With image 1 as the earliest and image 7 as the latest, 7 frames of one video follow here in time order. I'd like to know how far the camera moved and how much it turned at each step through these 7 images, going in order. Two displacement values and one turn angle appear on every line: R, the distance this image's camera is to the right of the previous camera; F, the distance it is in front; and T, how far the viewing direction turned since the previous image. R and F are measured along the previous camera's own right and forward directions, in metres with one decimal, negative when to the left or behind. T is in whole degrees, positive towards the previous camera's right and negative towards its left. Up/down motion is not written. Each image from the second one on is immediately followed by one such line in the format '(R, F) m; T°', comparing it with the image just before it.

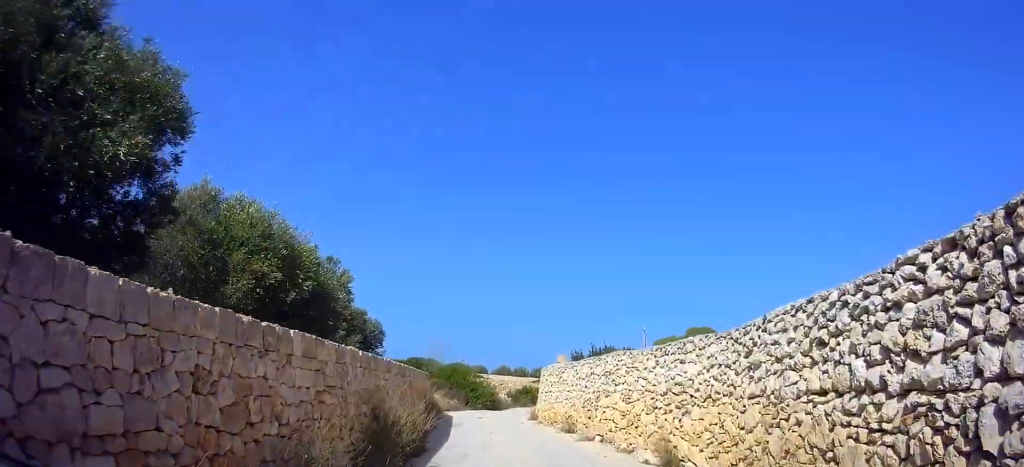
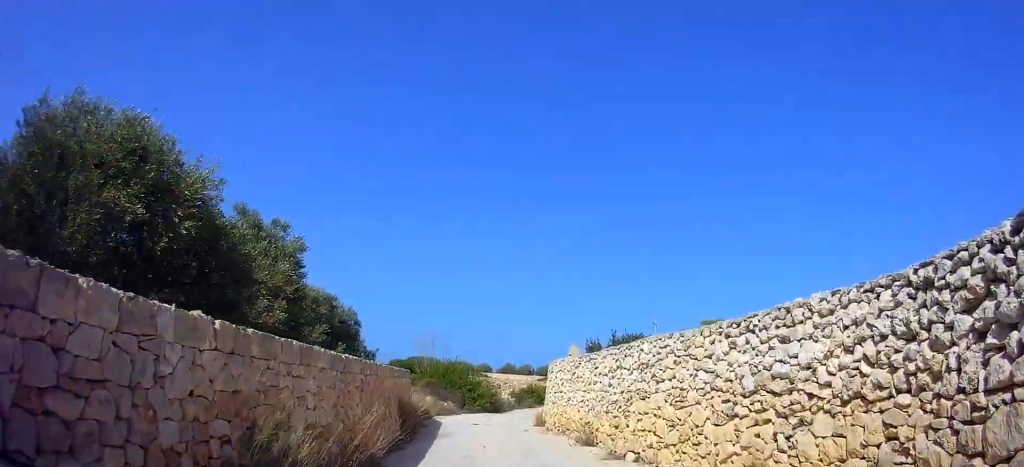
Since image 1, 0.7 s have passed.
(+0.2, +3.3) m; +3°
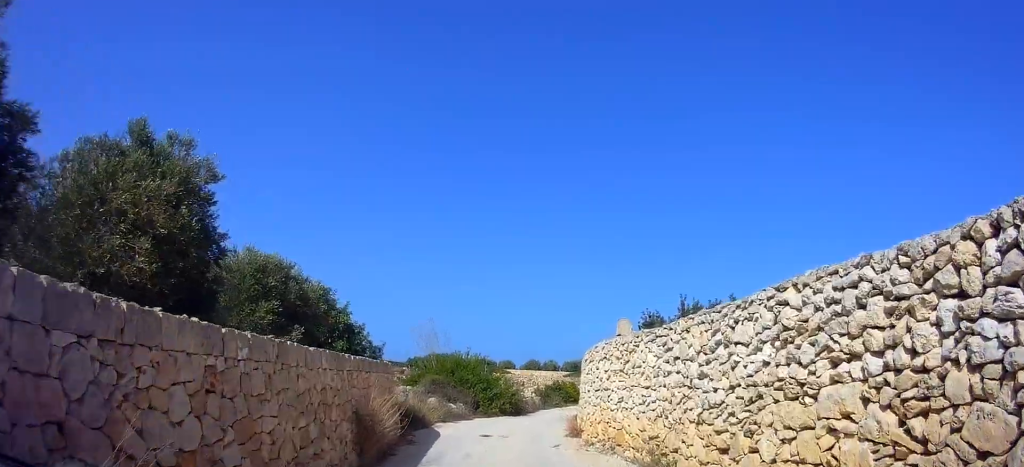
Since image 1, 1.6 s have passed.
(0.0, +4.1) m; -4°
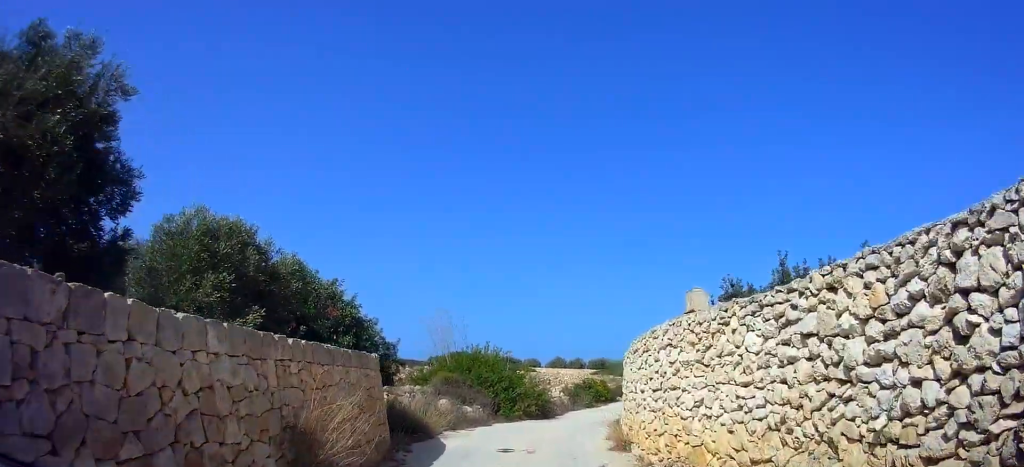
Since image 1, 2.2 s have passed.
(-0.1, +2.6) m; -2°
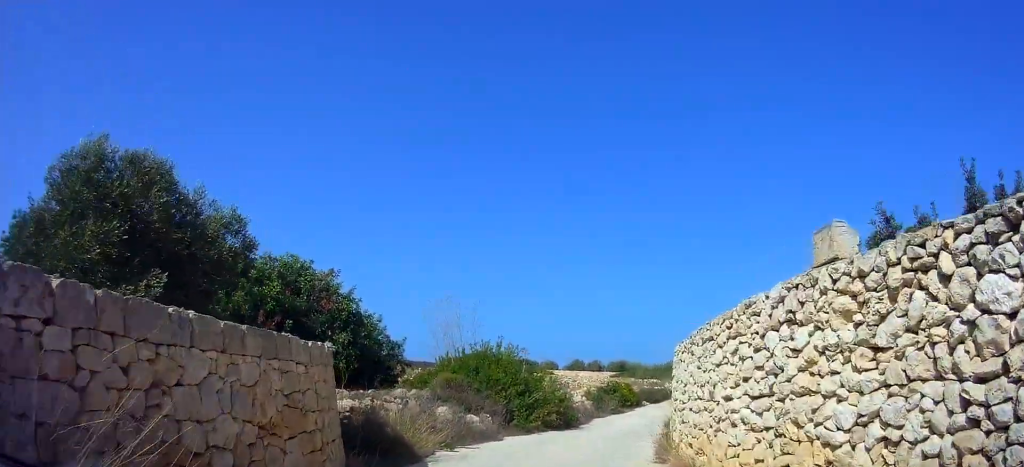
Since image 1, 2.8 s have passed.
(-0.1, +2.8) m; -3°
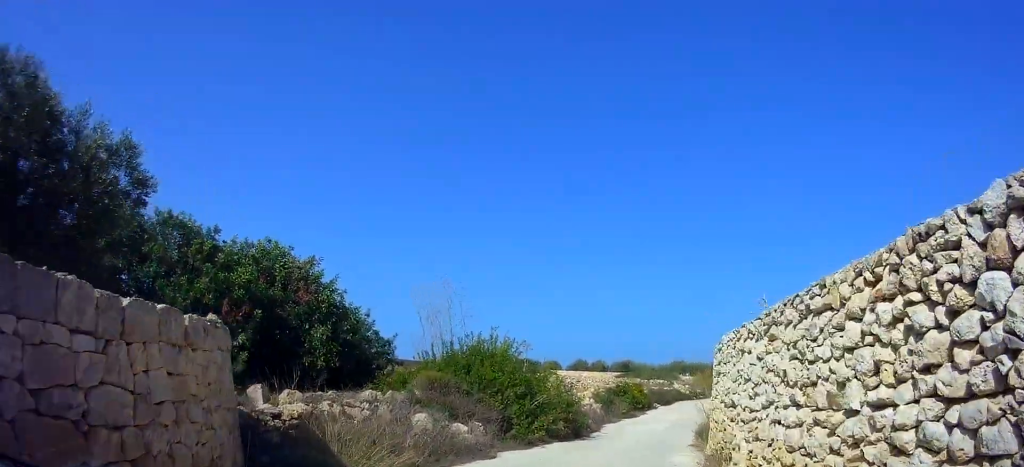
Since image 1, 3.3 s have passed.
(0.0, +2.5) m; 0°
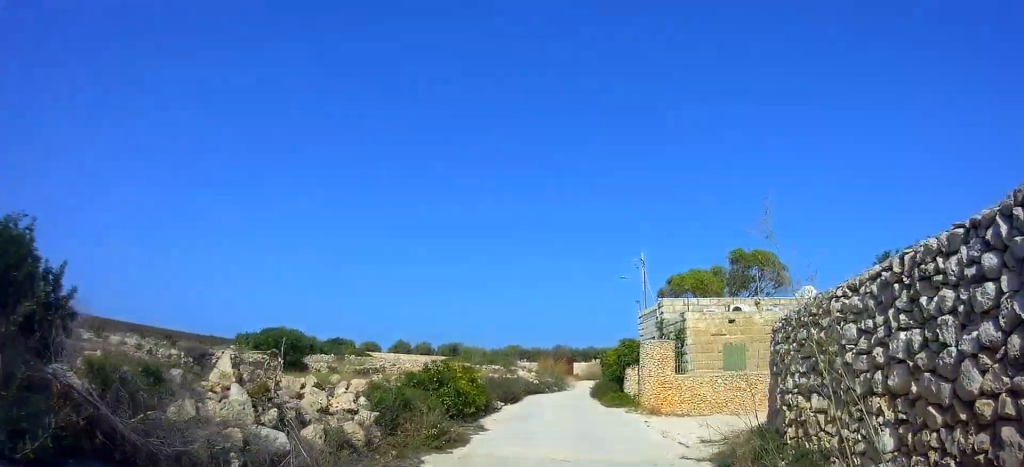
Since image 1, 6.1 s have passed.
(+0.5, +12.6) m; +12°
